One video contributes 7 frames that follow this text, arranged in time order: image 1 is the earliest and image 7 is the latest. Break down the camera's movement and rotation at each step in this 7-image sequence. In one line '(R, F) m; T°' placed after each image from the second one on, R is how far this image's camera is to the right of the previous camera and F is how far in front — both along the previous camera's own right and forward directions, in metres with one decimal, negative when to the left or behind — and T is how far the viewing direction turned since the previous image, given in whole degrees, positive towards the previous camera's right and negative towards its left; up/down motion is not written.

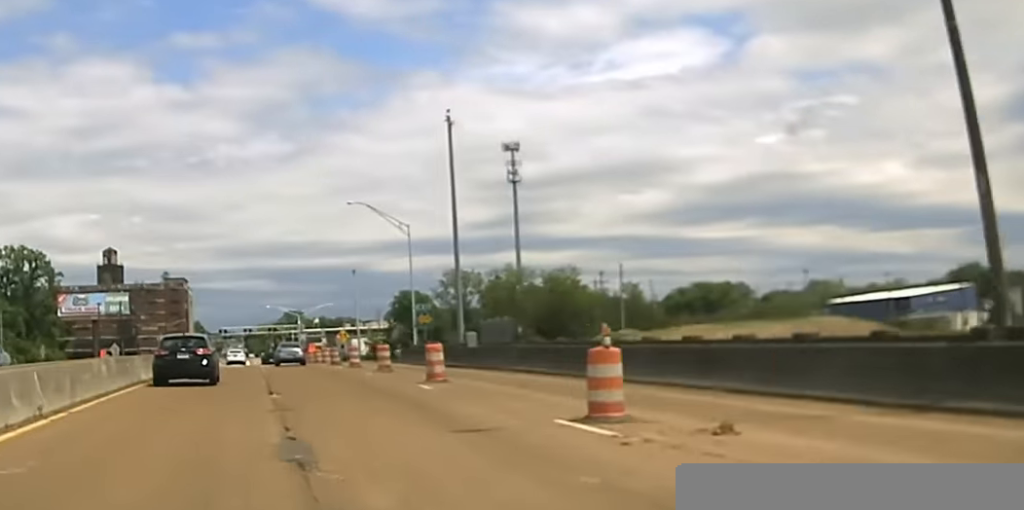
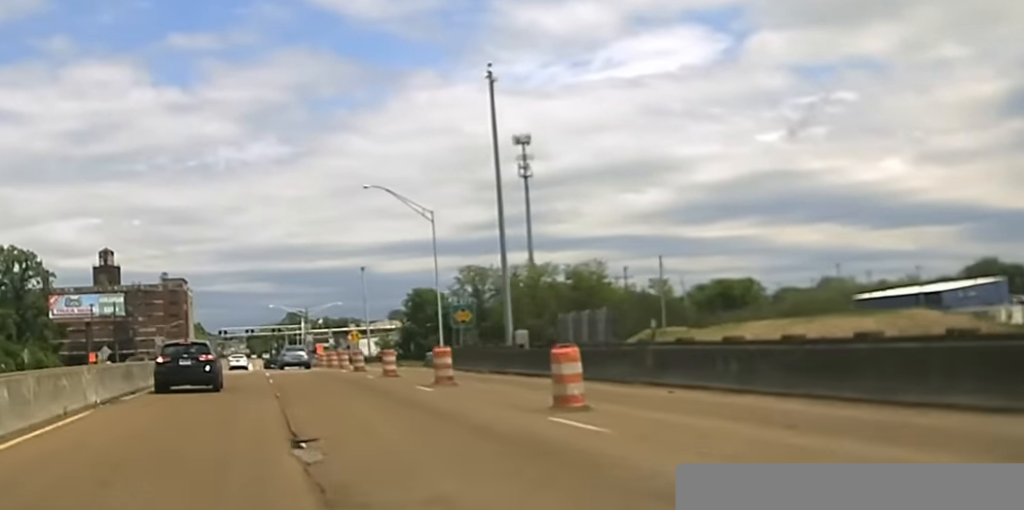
(-0.3, +13.3) m; 0°
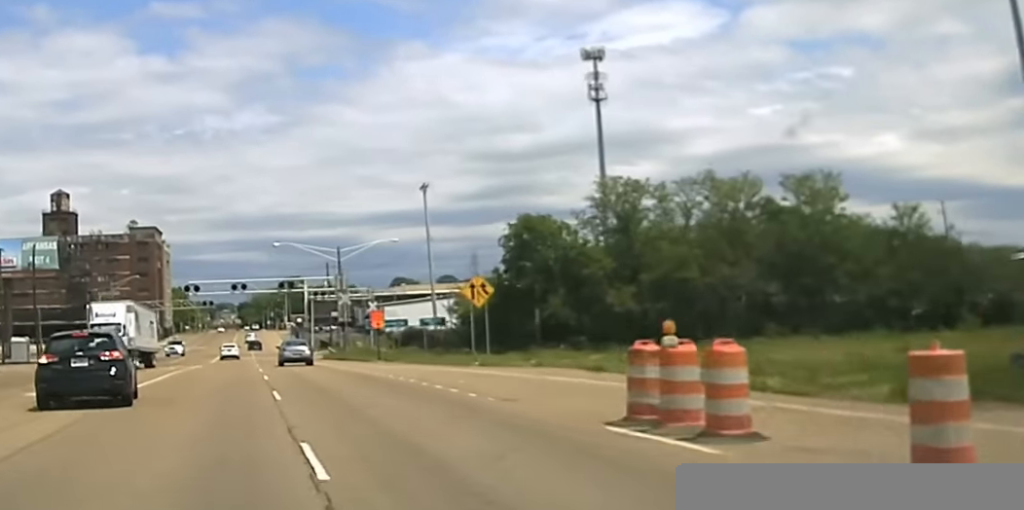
(+0.6, +71.9) m; +1°
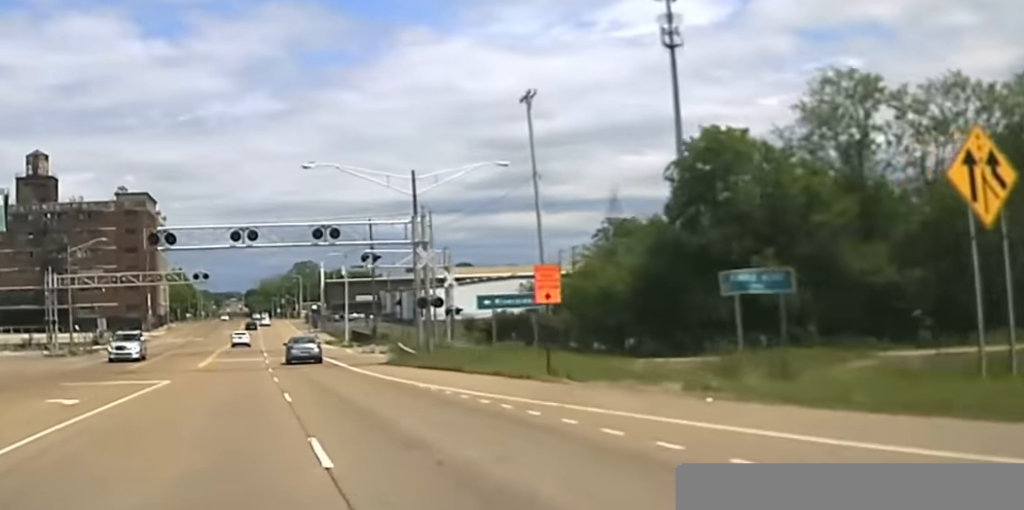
(-0.2, +34.2) m; -1°
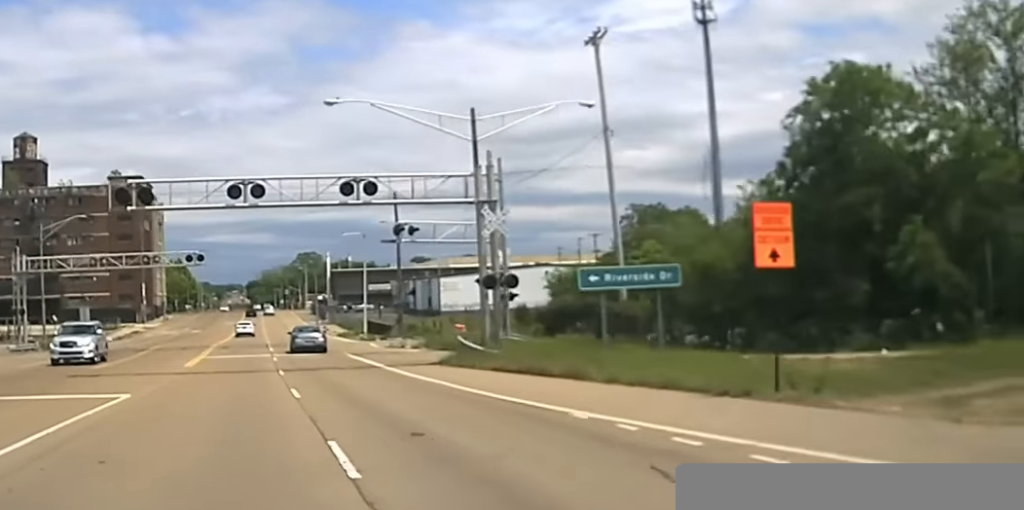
(-0.2, +10.8) m; 0°
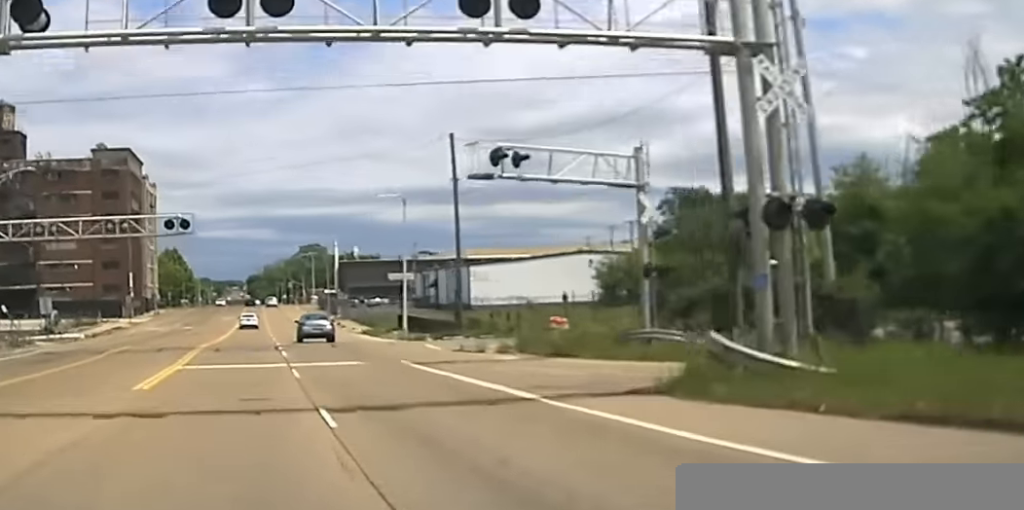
(+0.3, +16.7) m; 0°
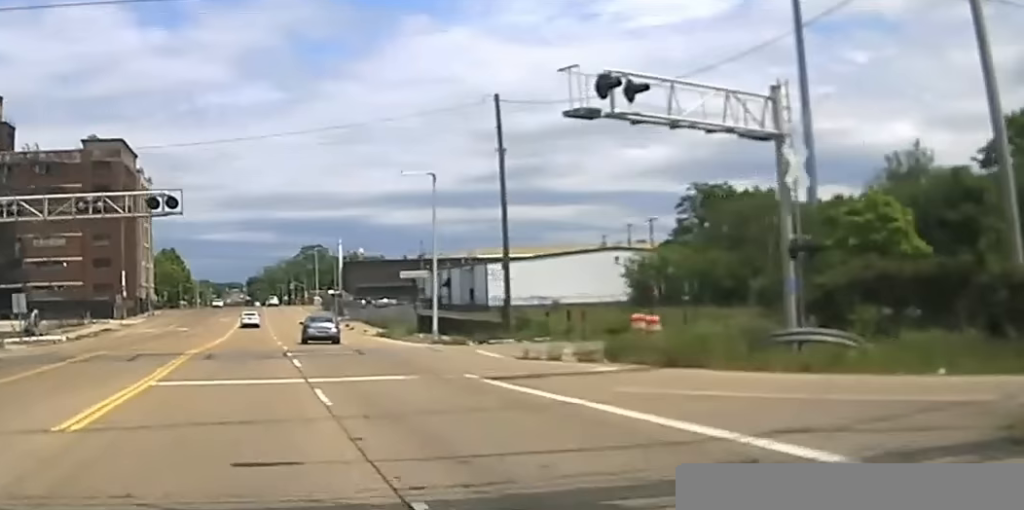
(0.0, +10.8) m; 0°
